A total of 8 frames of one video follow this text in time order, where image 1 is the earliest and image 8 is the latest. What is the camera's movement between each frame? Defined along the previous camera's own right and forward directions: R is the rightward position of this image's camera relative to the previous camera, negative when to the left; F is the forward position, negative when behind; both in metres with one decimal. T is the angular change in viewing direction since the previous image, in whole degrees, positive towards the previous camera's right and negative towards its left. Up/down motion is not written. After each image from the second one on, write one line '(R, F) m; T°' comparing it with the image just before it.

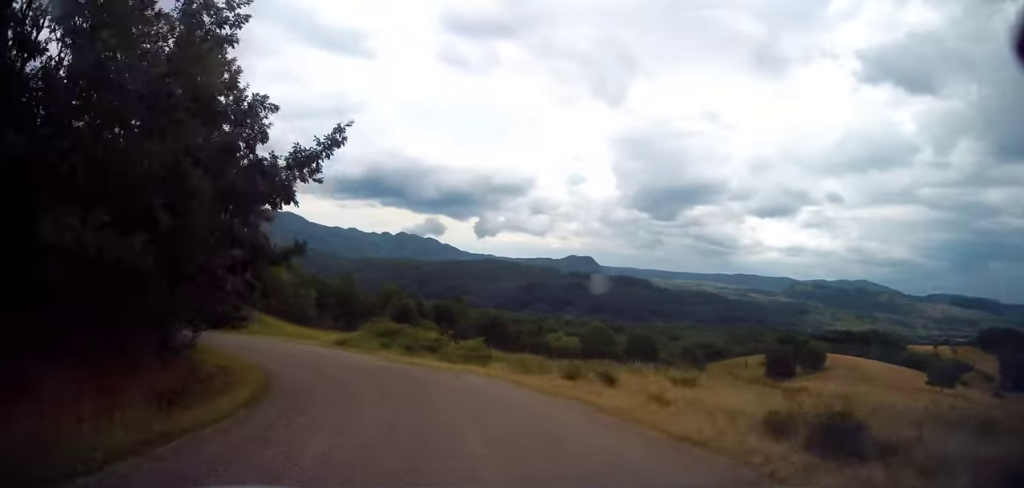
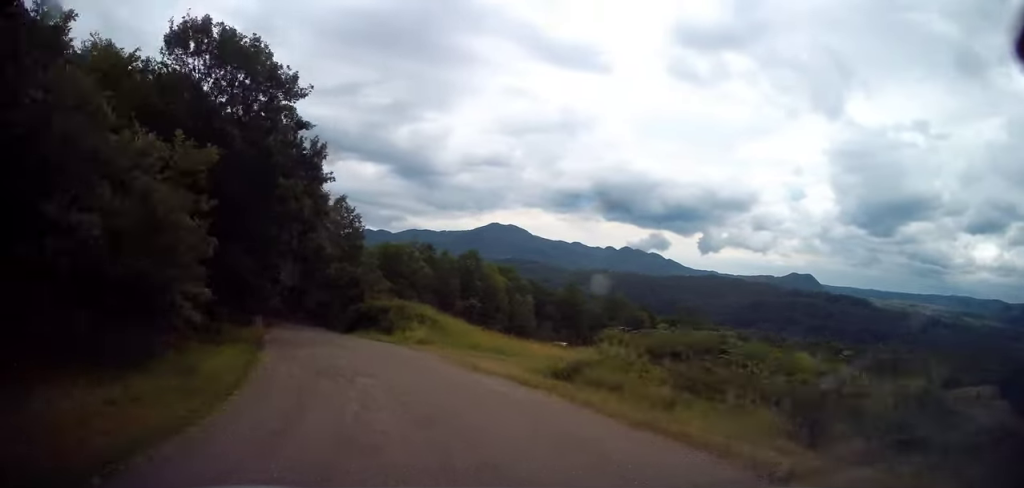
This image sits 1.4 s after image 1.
(-2.3, +17.0) m; -18°
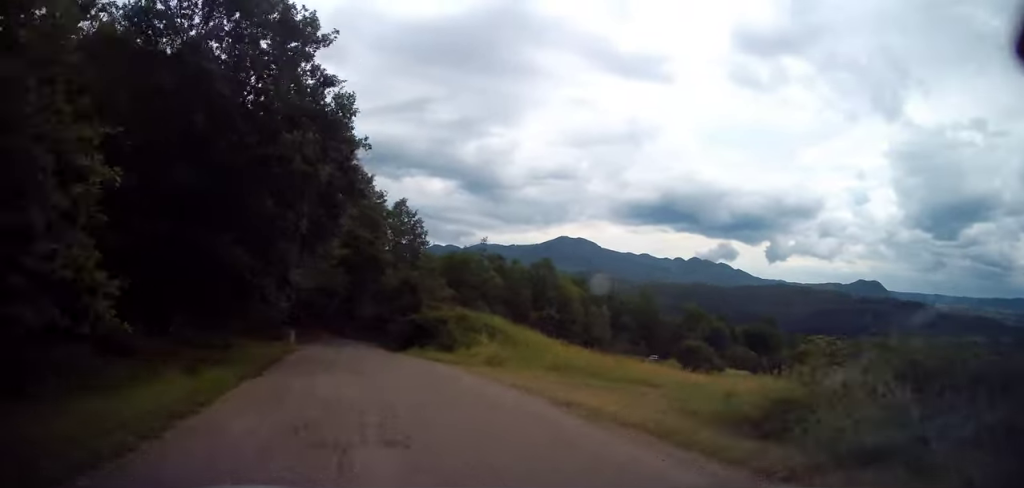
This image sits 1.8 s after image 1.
(-0.4, +5.4) m; -8°
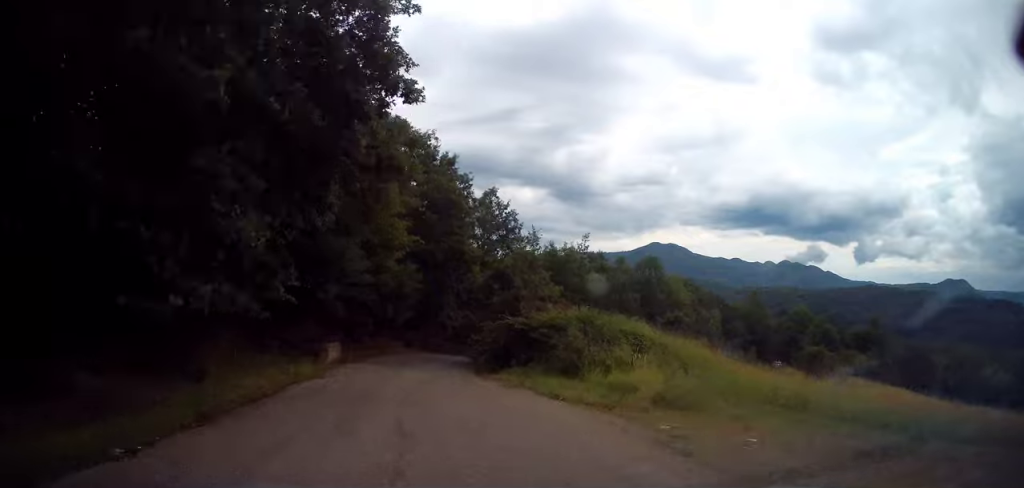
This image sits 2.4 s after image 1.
(-0.5, +7.3) m; -10°
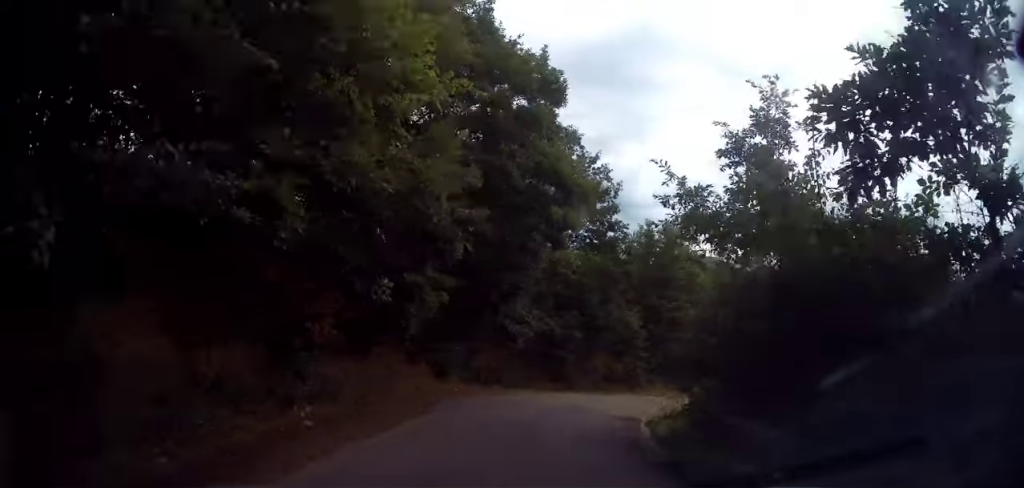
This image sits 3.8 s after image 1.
(-2.7, +16.2) m; -5°
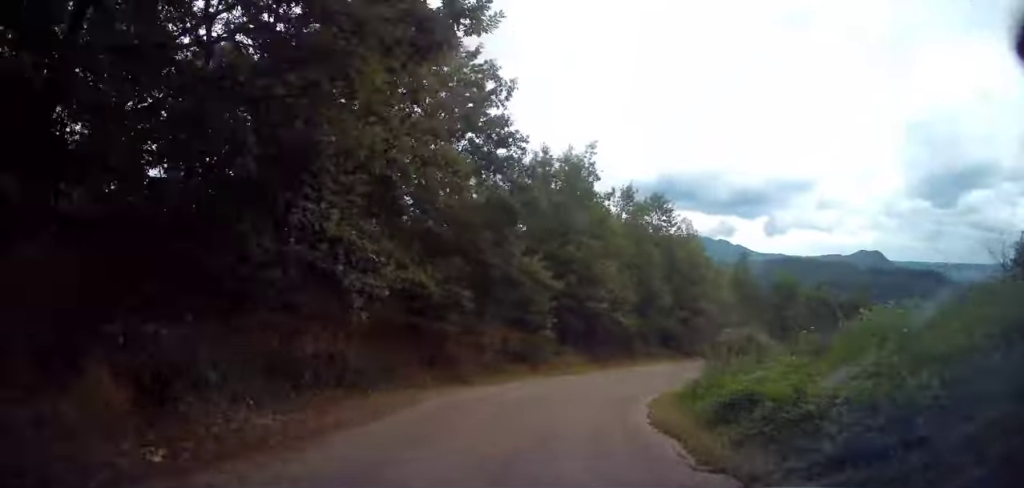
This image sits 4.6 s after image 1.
(+0.6, +10.1) m; +11°
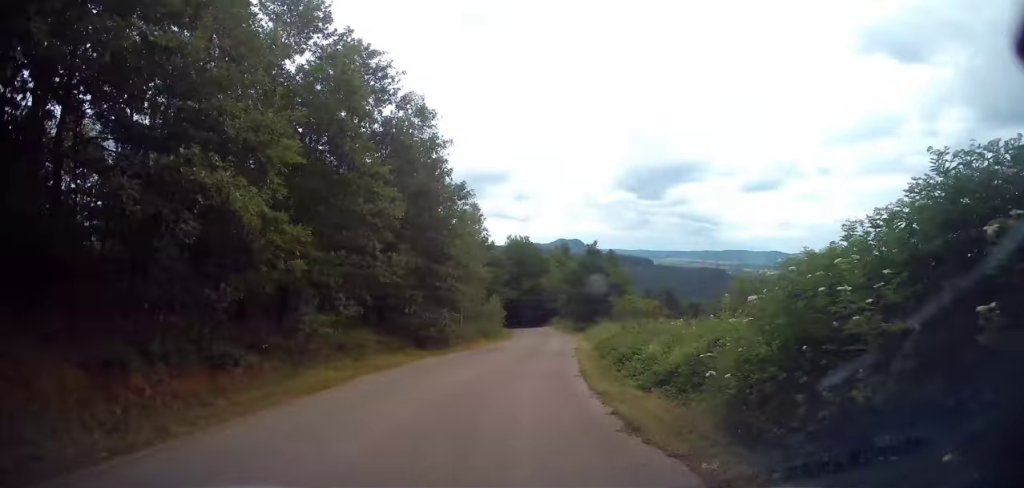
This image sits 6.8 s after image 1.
(+7.6, +24.5) m; +29°
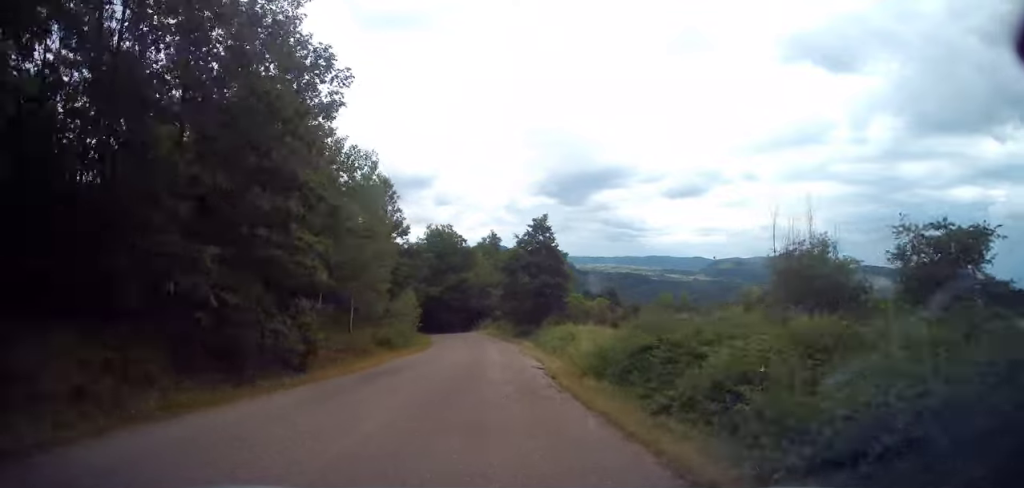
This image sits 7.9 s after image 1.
(+0.8, +12.9) m; +7°
